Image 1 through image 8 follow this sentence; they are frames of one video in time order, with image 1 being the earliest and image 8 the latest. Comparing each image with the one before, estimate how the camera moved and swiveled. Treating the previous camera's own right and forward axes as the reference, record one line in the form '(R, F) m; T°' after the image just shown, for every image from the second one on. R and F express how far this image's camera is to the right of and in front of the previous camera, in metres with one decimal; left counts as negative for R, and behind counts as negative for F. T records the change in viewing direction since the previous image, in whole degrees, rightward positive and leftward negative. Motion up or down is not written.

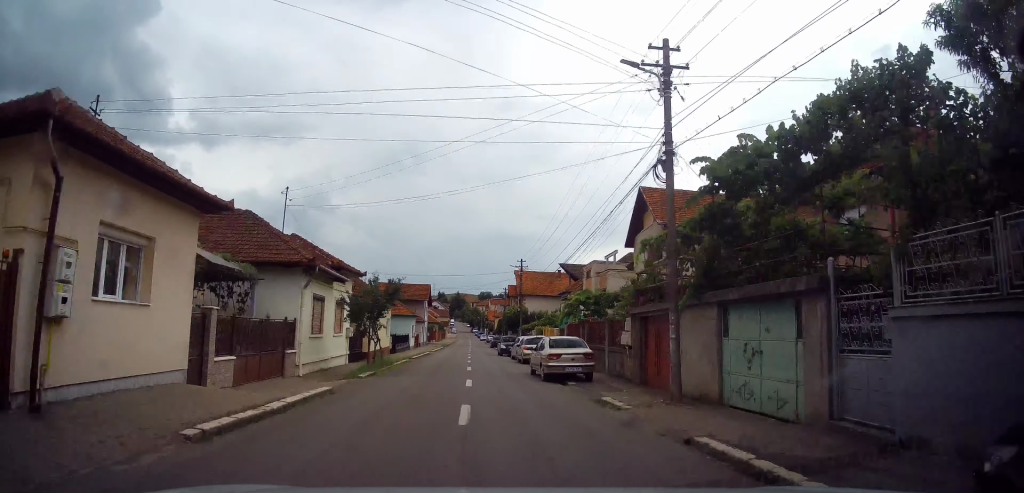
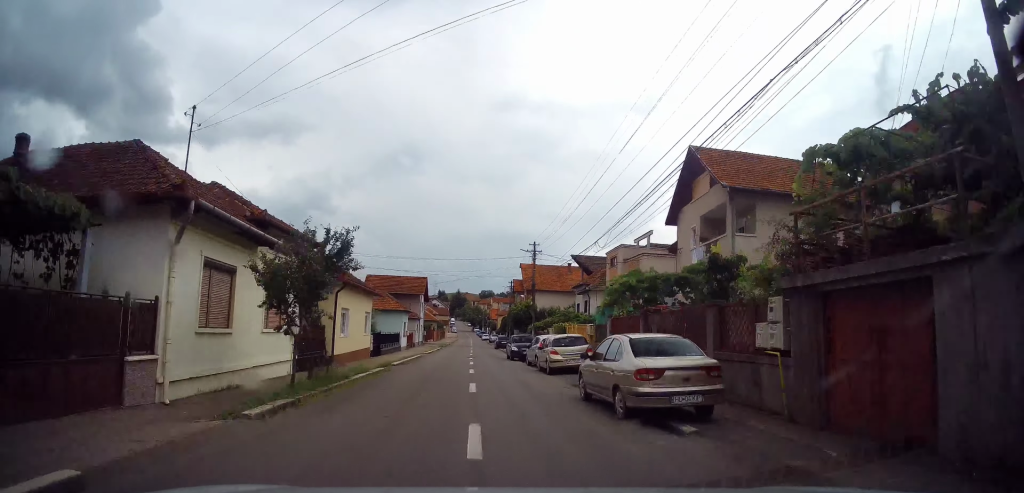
(-0.2, +9.0) m; -1°
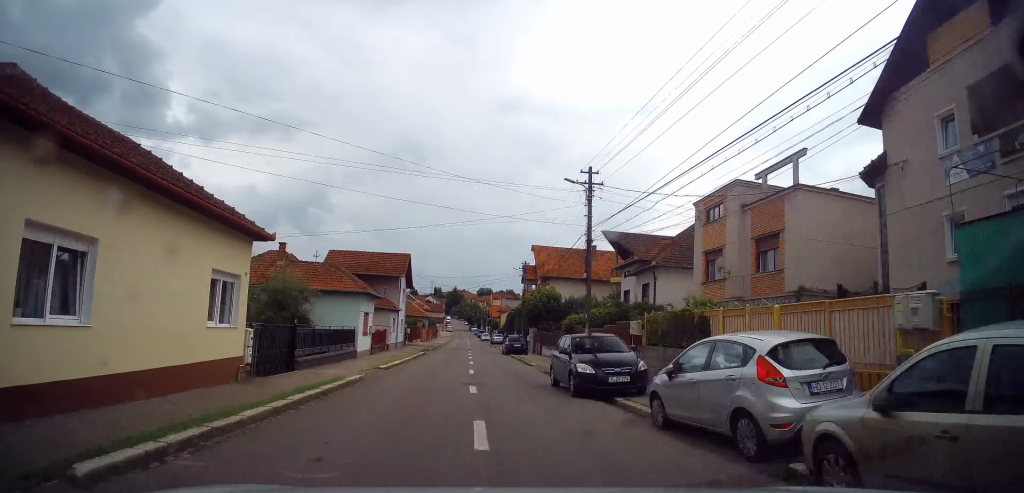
(-0.3, +18.9) m; 0°
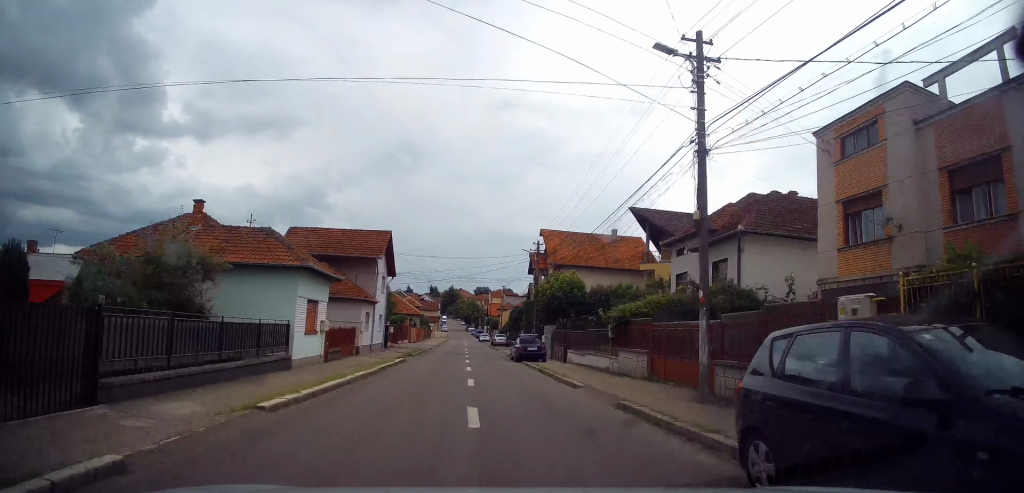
(+0.1, +11.1) m; +1°
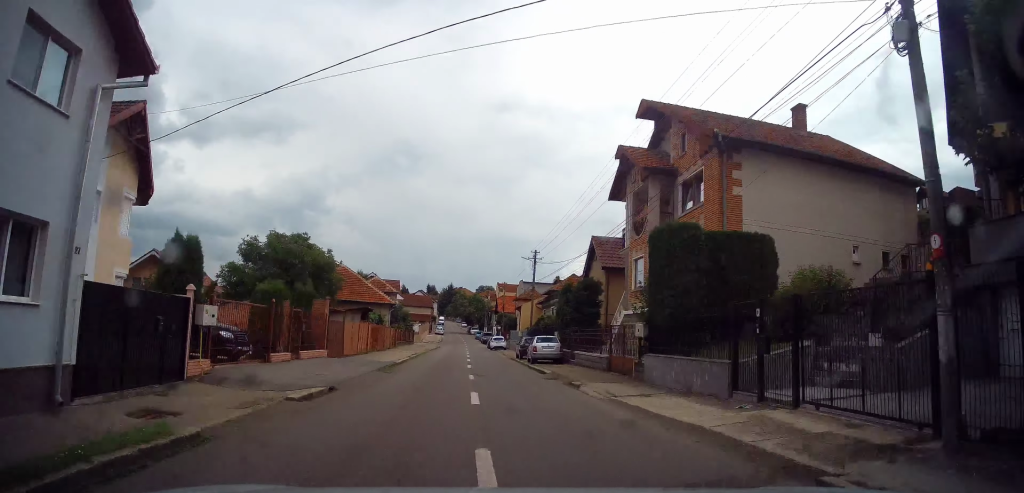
(+0.3, +35.1) m; 0°
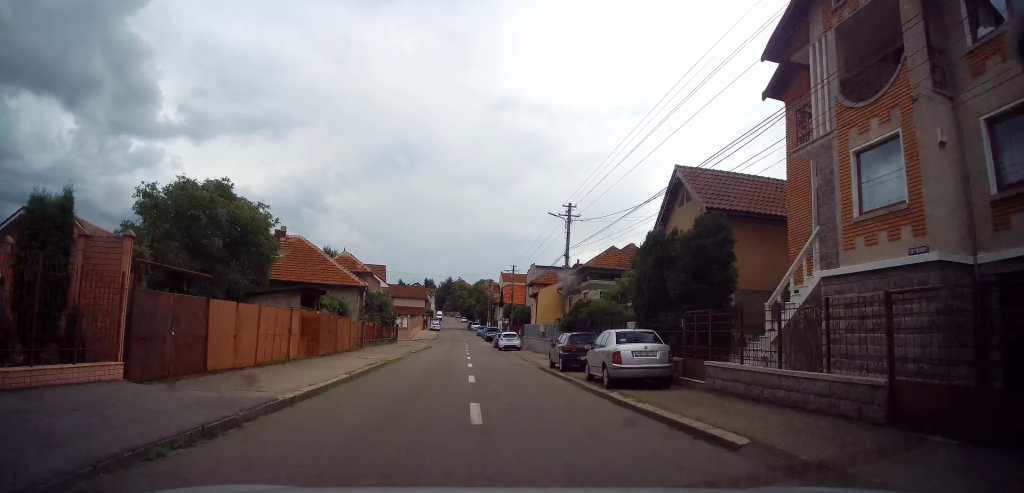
(0.0, +15.1) m; 0°
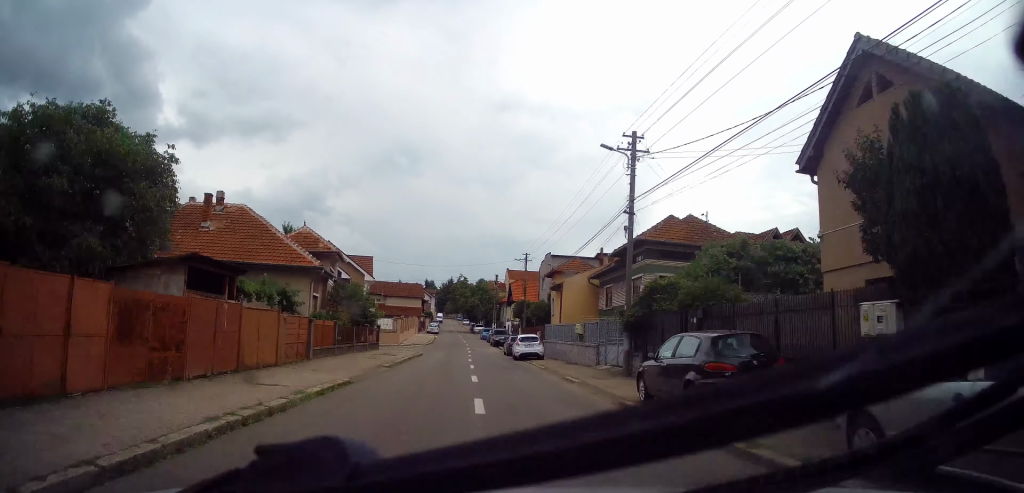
(0.0, +11.4) m; 0°
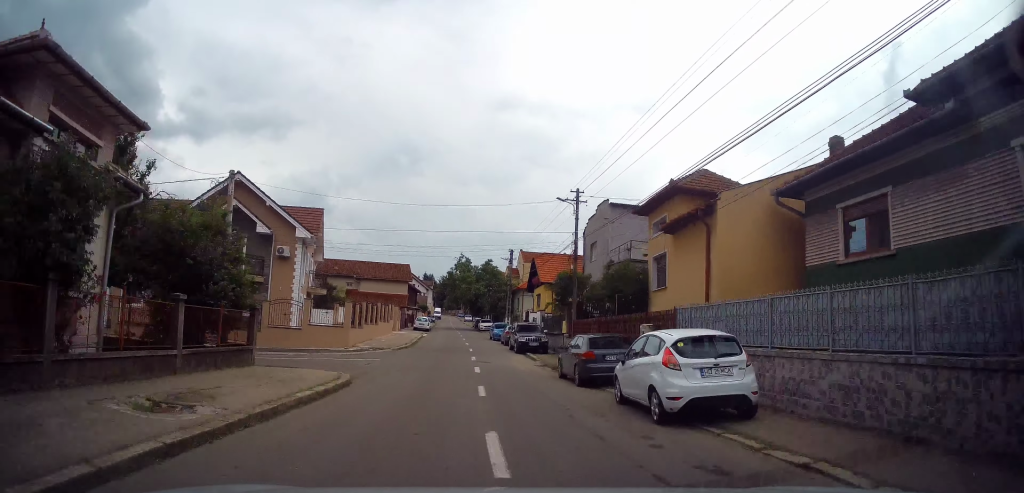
(0.0, +22.1) m; 0°
